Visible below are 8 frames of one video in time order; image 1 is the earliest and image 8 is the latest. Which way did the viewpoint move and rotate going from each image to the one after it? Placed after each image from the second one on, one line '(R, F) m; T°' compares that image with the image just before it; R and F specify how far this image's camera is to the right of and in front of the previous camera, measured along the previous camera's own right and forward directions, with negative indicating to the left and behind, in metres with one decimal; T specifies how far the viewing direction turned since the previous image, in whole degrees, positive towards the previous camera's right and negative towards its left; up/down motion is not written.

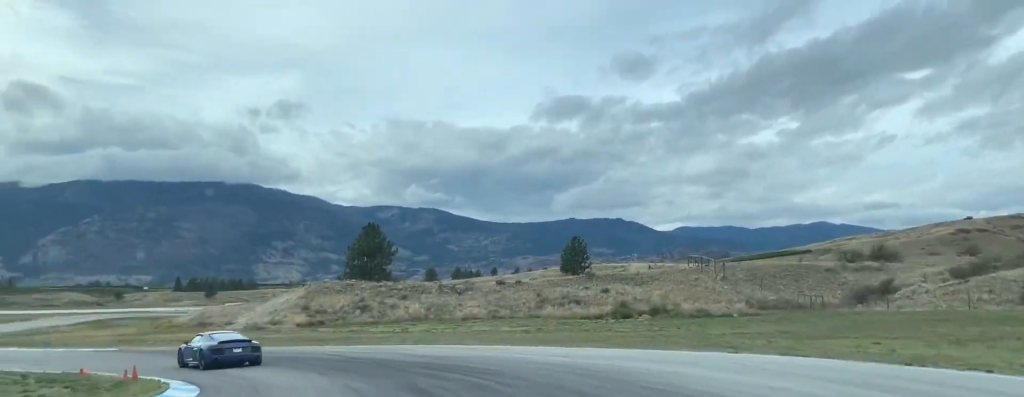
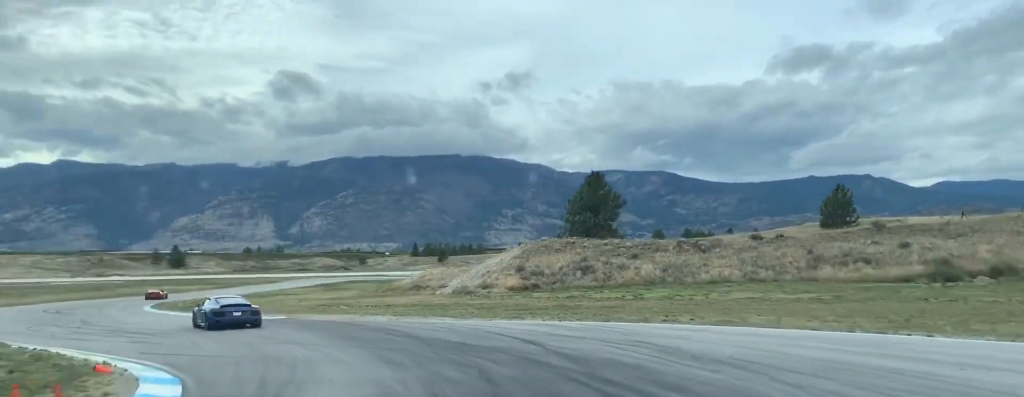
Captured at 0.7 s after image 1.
(-3.1, +15.5) m; -17°
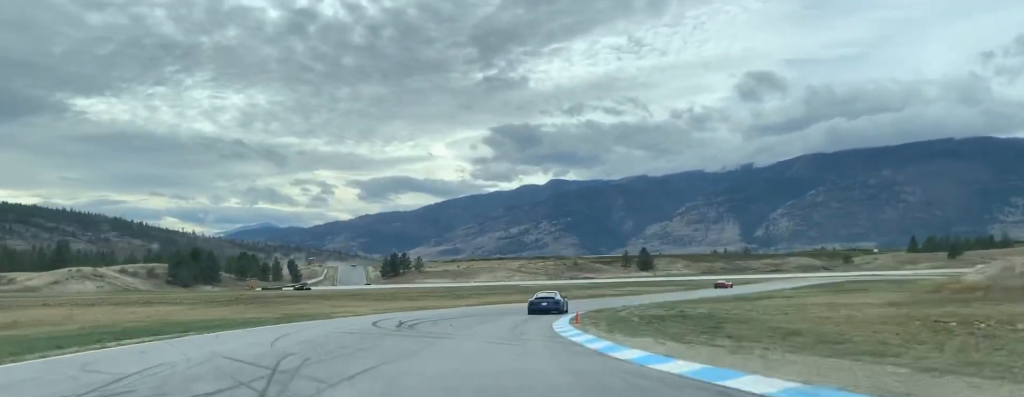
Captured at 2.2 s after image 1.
(-11.0, +35.0) m; -27°
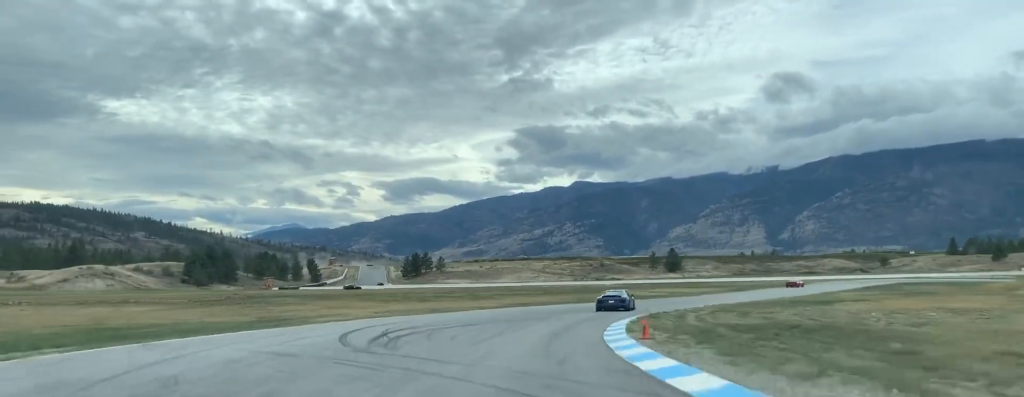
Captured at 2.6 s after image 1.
(-0.8, +10.9) m; 0°
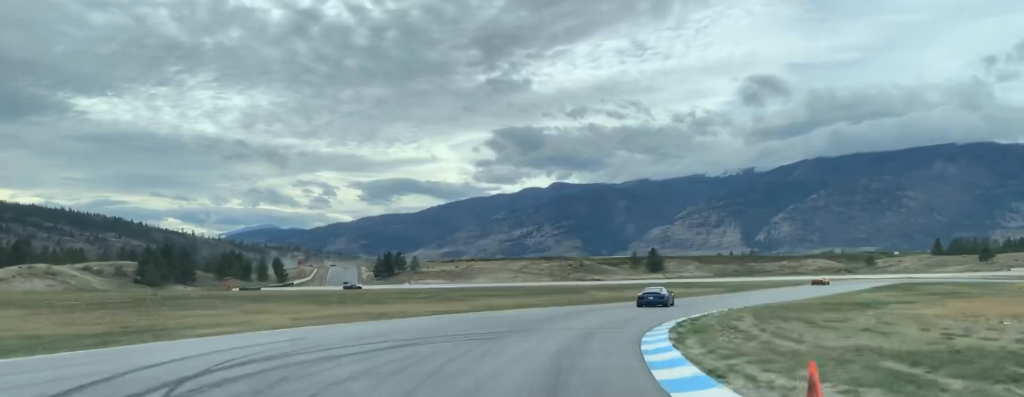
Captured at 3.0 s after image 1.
(-0.8, +12.2) m; 0°
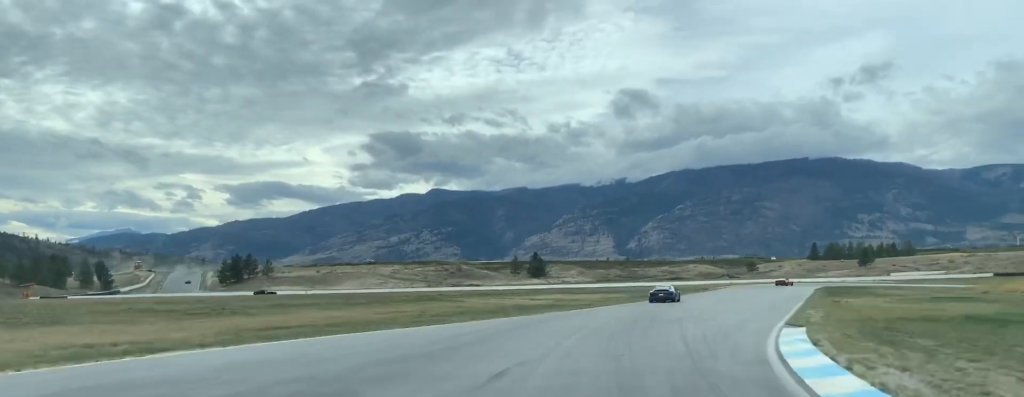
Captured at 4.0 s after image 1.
(+1.7, +28.5) m; +7°
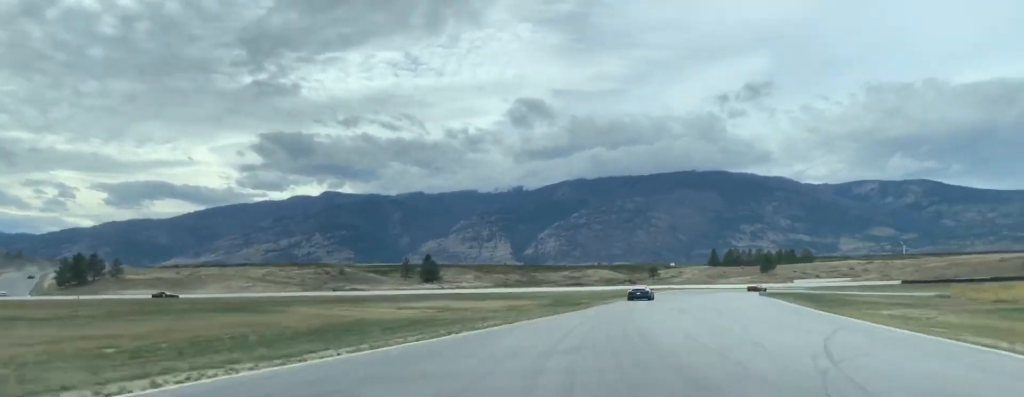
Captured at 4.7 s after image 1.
(+1.4, +23.0) m; +6°
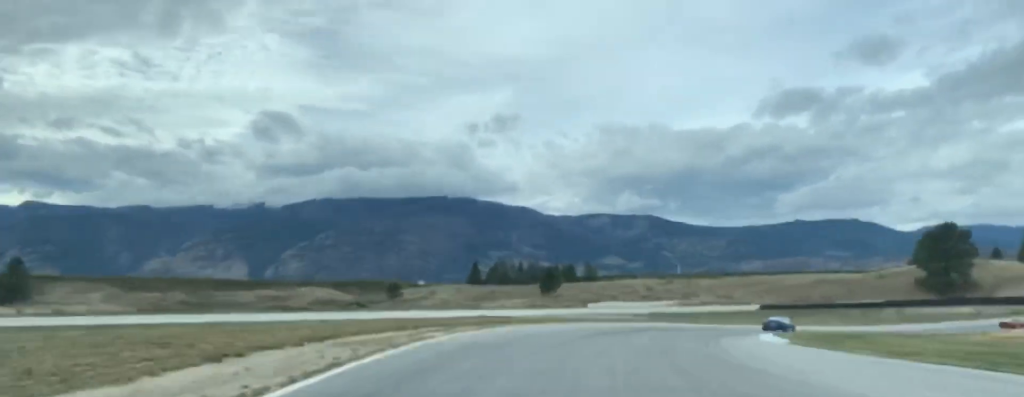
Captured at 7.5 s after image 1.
(+19.3, +93.6) m; +21°
